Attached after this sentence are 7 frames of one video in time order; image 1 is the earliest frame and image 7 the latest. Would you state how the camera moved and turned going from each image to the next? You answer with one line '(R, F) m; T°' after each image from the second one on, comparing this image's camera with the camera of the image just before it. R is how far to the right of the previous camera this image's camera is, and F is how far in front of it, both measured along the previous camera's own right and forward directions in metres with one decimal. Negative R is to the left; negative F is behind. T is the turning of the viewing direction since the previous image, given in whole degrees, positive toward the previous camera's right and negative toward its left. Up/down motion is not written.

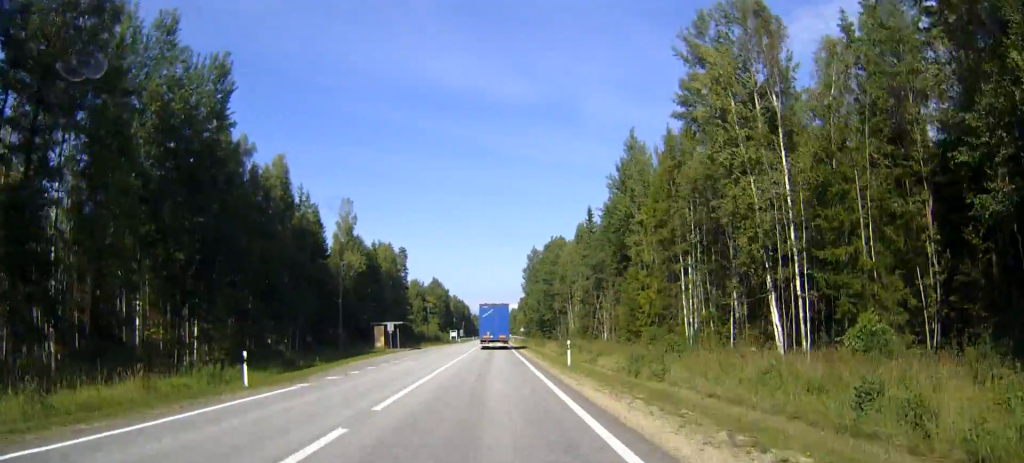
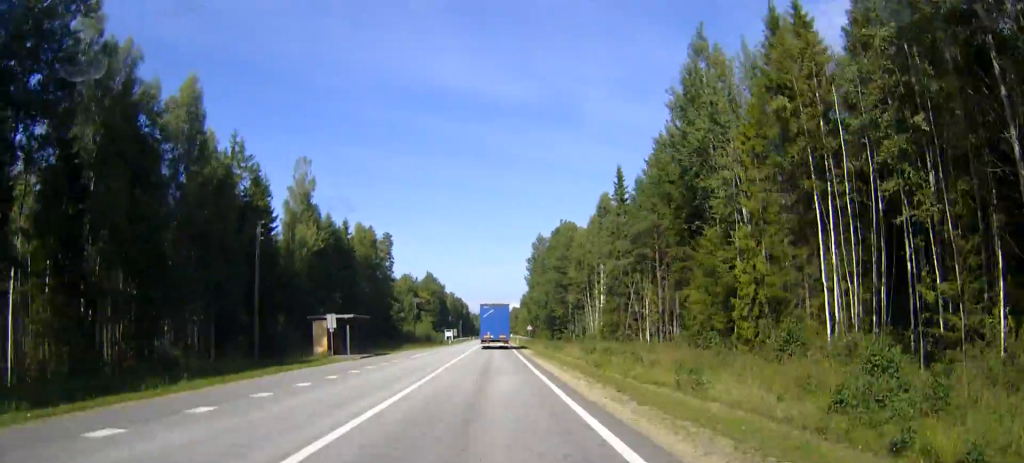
(0.0, +27.7) m; 0°
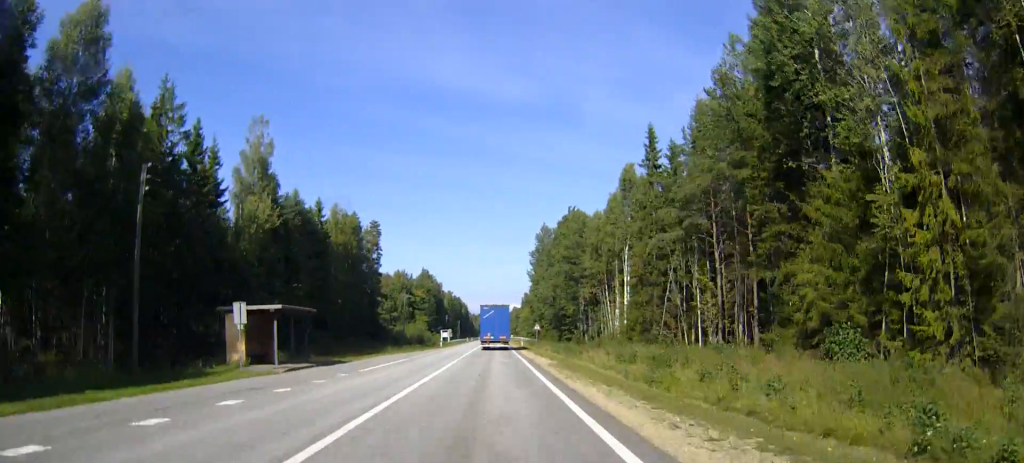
(0.0, +18.3) m; 0°
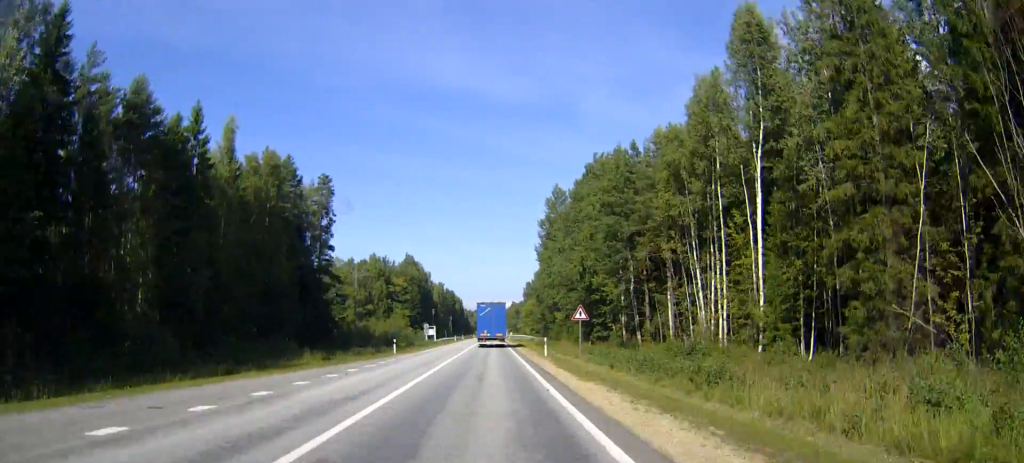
(-0.1, +43.0) m; 0°
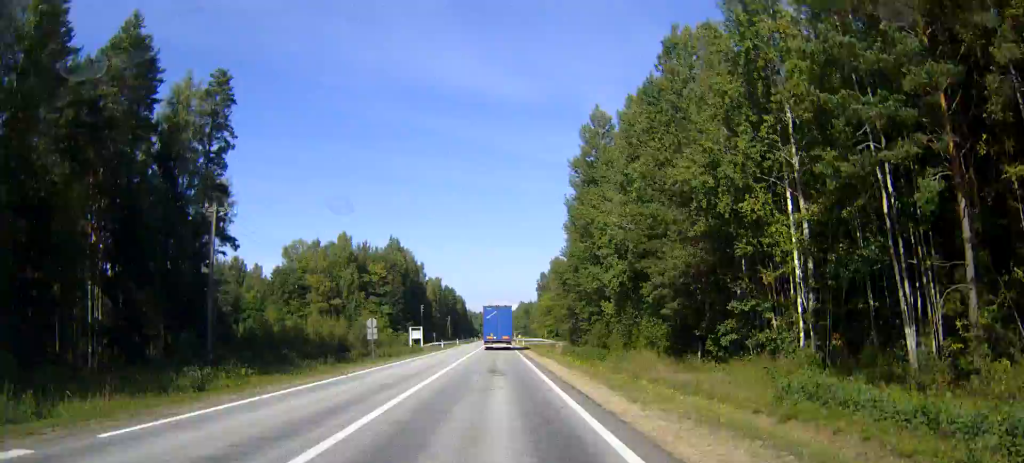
(0.0, +47.0) m; 0°
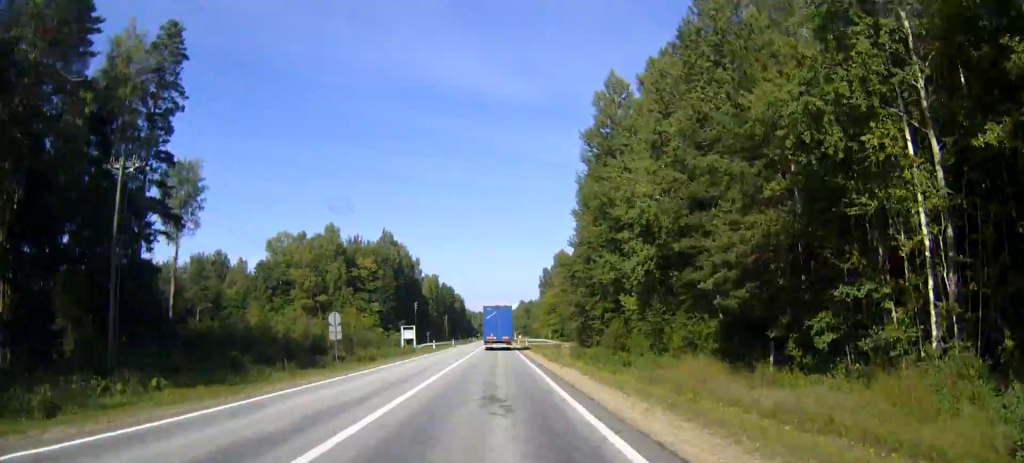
(0.0, +12.0) m; 0°
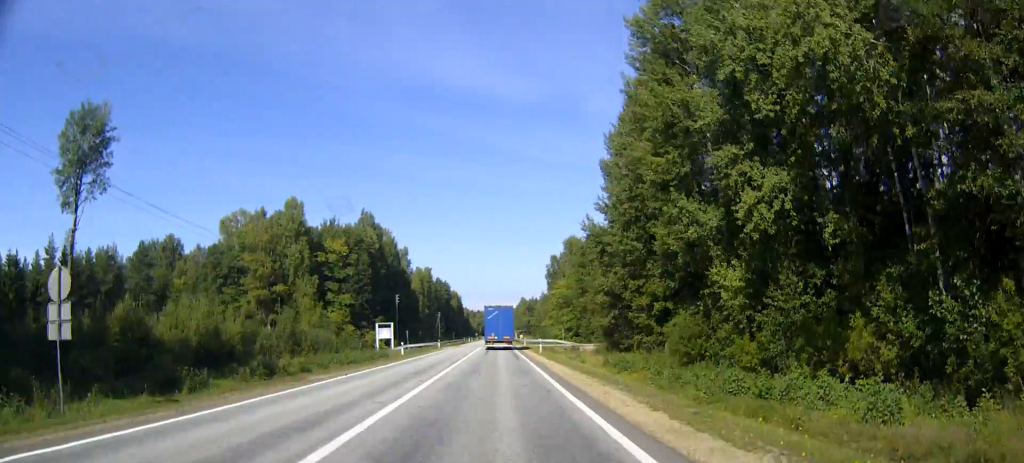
(-0.1, +27.1) m; 0°
